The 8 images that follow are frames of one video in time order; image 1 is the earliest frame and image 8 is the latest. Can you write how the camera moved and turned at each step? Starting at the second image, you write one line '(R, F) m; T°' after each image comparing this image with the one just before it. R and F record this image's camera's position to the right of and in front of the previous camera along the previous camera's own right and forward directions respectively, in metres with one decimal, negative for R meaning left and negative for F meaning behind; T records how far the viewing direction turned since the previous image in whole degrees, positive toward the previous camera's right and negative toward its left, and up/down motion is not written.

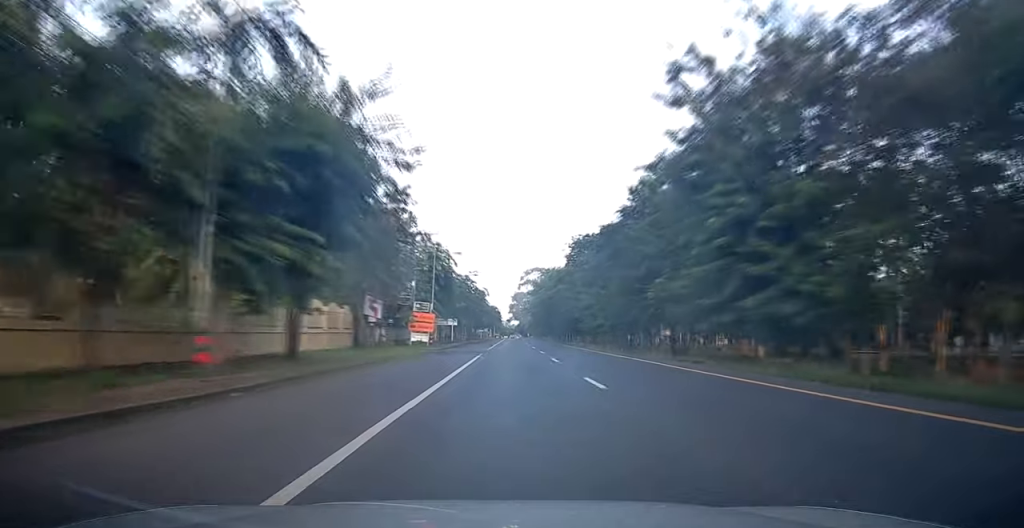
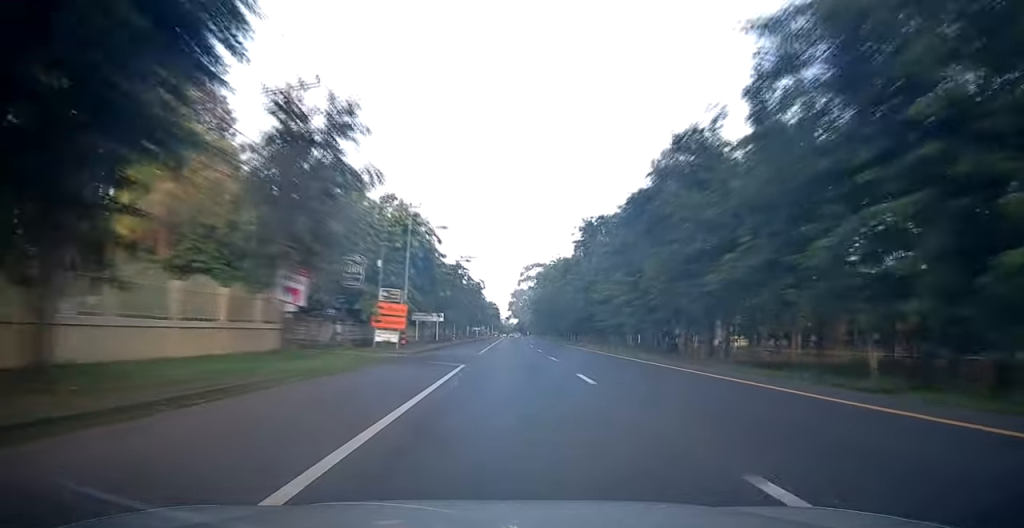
(0.0, +10.7) m; +1°
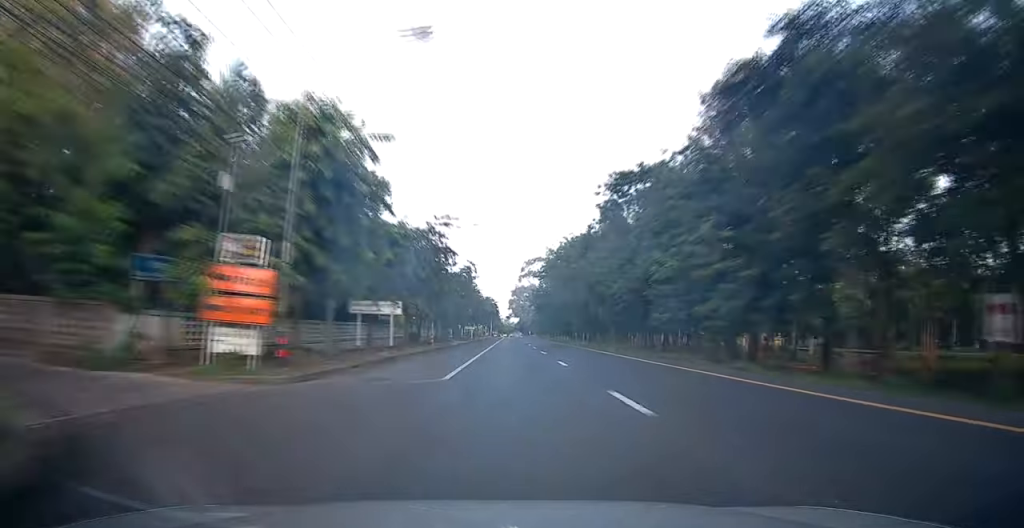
(+0.2, +17.1) m; +1°
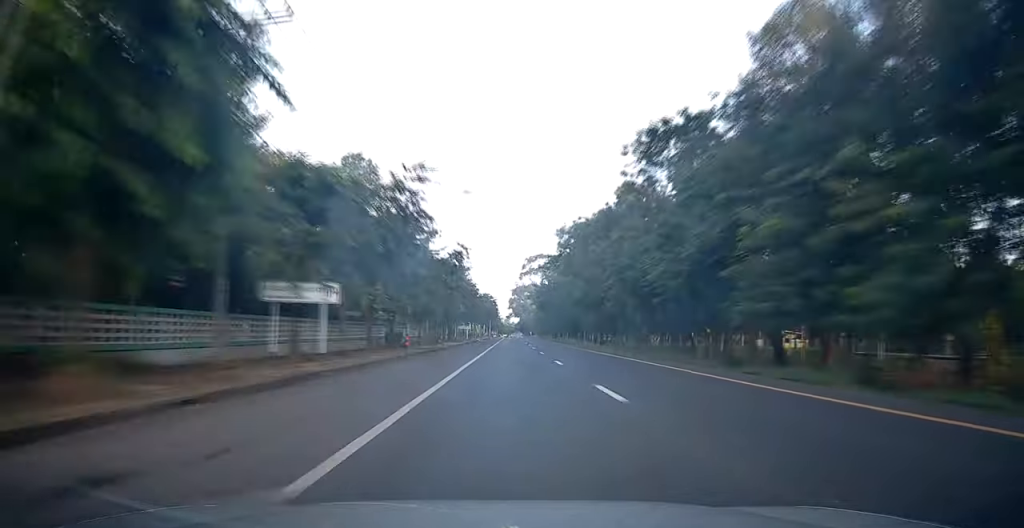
(+0.4, +9.9) m; 0°
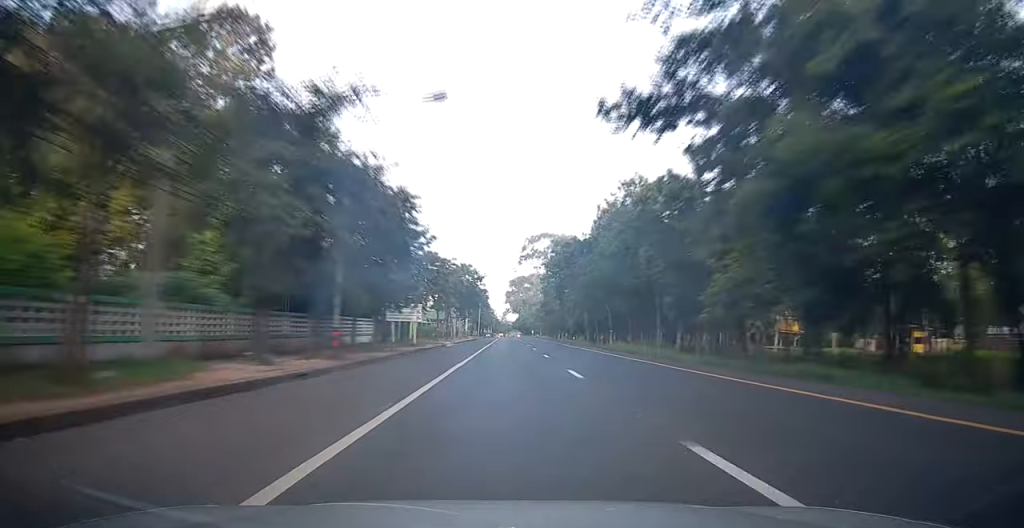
(-1.4, +43.2) m; -2°
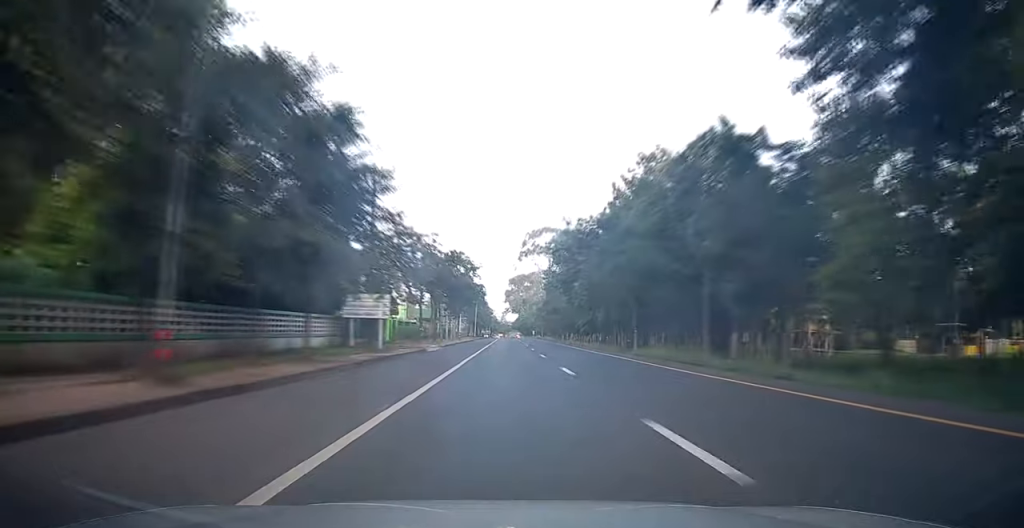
(0.0, +10.2) m; 0°
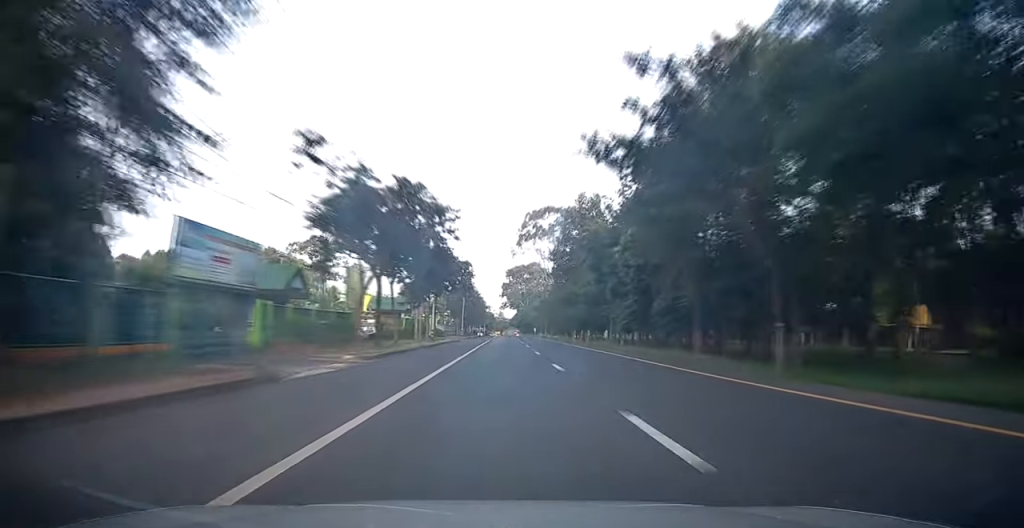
(0.0, +23.3) m; 0°
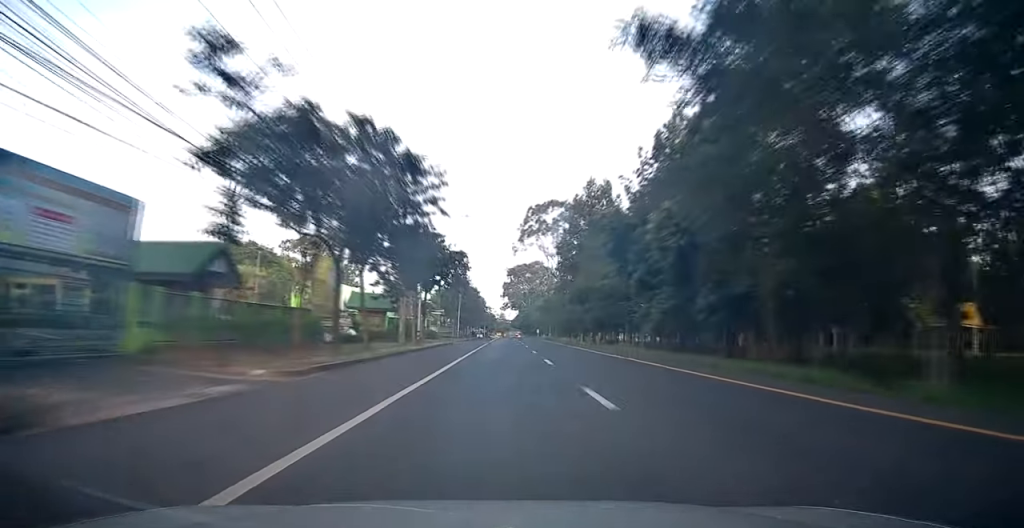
(0.0, +8.1) m; 0°
